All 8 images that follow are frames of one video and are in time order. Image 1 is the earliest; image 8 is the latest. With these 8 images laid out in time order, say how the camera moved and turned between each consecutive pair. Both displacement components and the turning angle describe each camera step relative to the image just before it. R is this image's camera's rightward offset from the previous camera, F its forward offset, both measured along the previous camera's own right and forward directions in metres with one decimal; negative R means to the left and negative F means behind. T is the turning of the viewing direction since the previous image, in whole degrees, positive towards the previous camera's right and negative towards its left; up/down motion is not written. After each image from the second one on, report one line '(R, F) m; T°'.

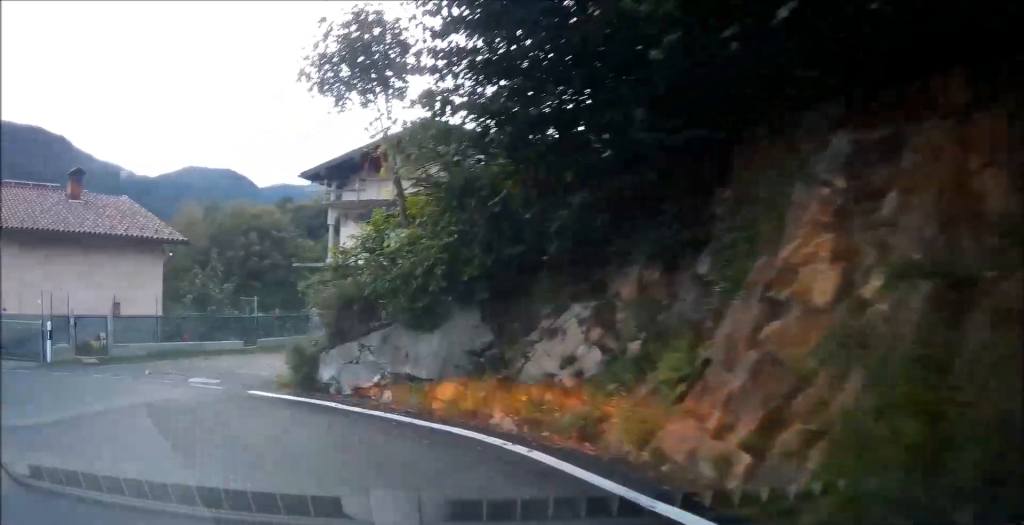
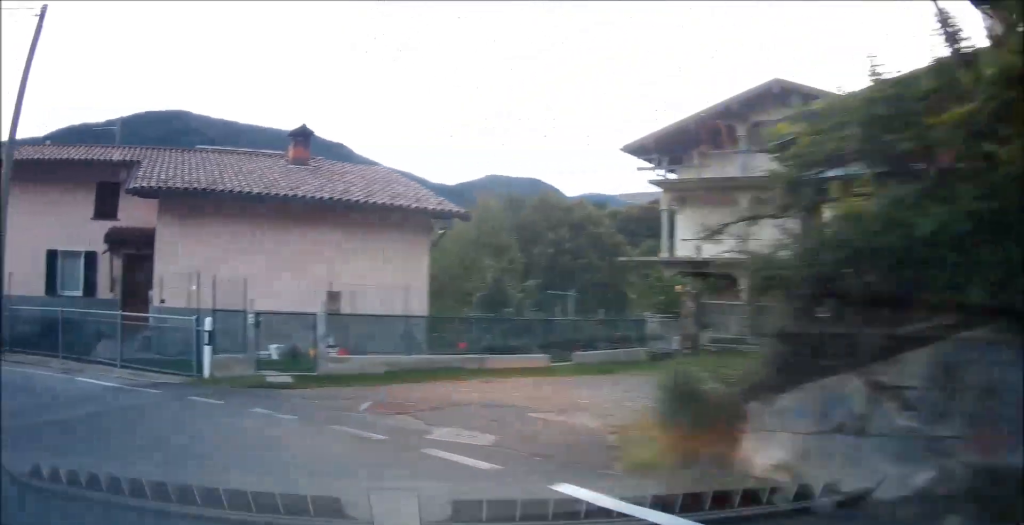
(-0.2, +6.1) m; -26°
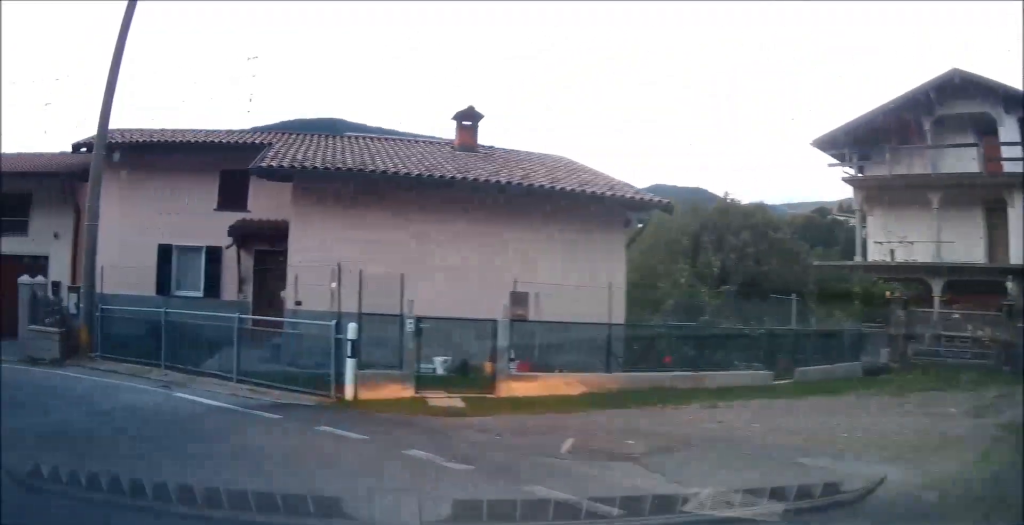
(-0.3, +1.6) m; -20°
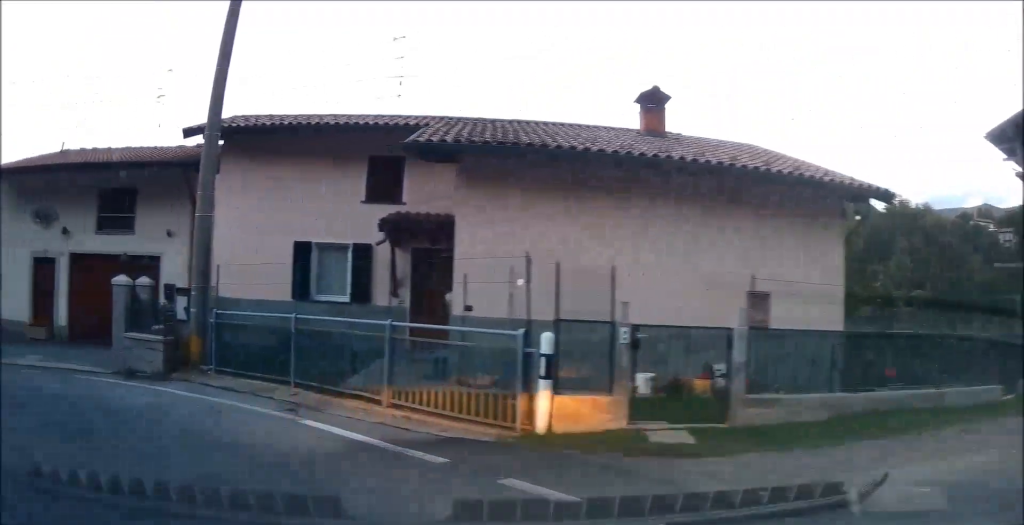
(-0.7, +1.5) m; -23°
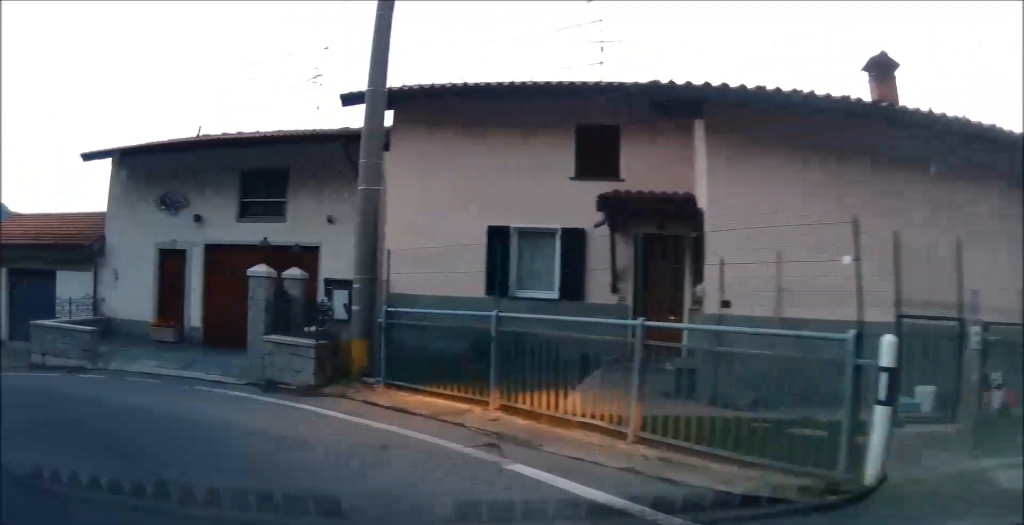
(-0.4, +1.7) m; -23°
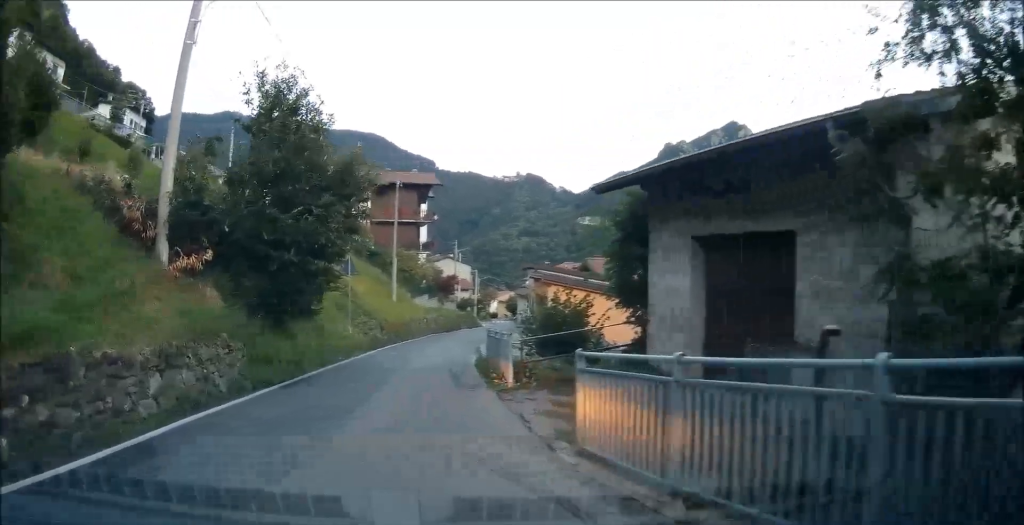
(-11.3, +9.3) m; -79°
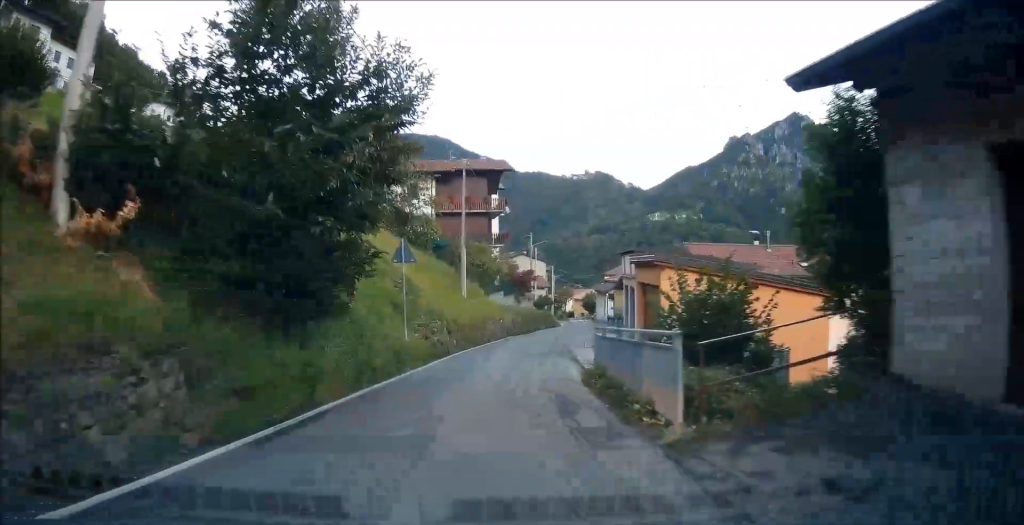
(-0.3, +5.9) m; +2°
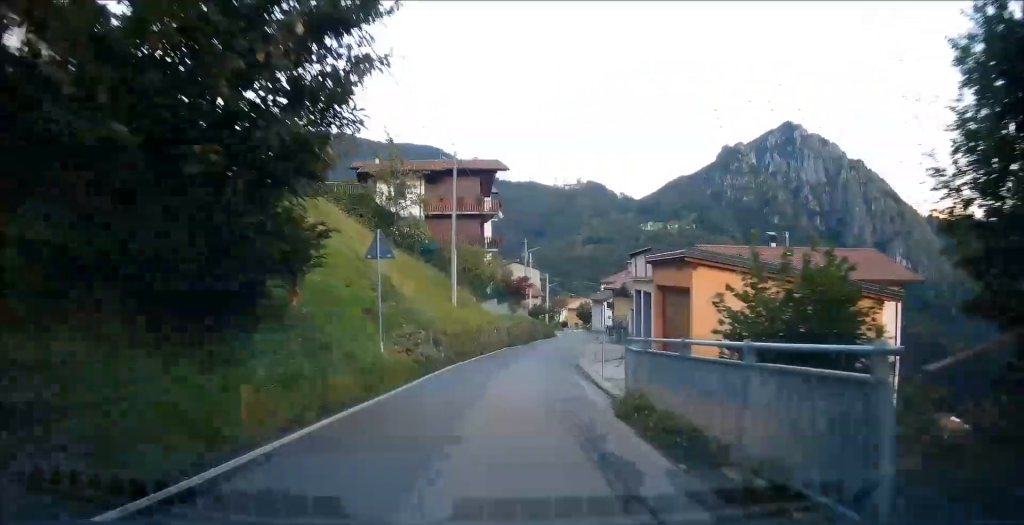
(+0.2, +3.8) m; +2°
